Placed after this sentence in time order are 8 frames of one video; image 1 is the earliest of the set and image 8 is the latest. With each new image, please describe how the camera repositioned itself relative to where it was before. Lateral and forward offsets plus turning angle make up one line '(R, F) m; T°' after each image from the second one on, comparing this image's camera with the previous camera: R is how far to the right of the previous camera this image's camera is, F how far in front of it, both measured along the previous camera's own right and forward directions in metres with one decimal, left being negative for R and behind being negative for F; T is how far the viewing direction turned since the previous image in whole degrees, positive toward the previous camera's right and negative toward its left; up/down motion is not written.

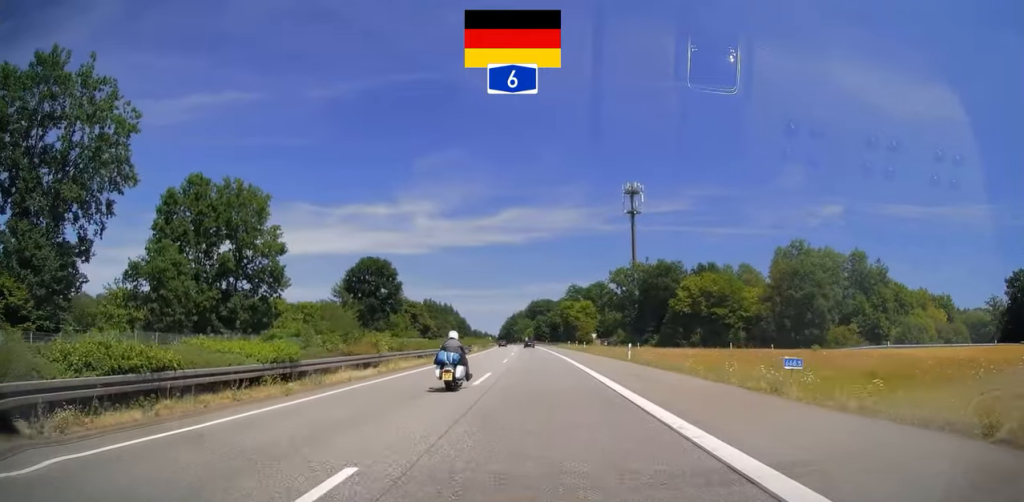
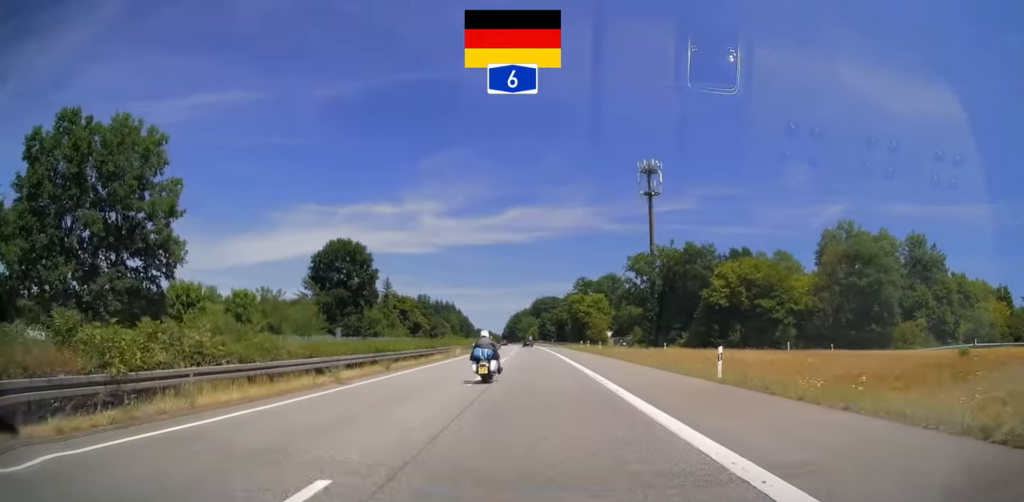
(-0.1, +18.7) m; -1°
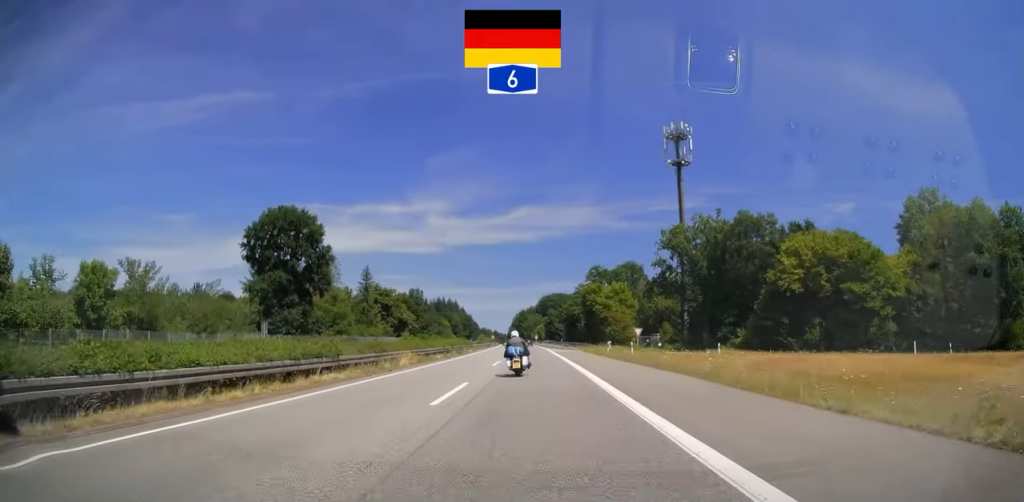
(-0.1, +23.2) m; -1°
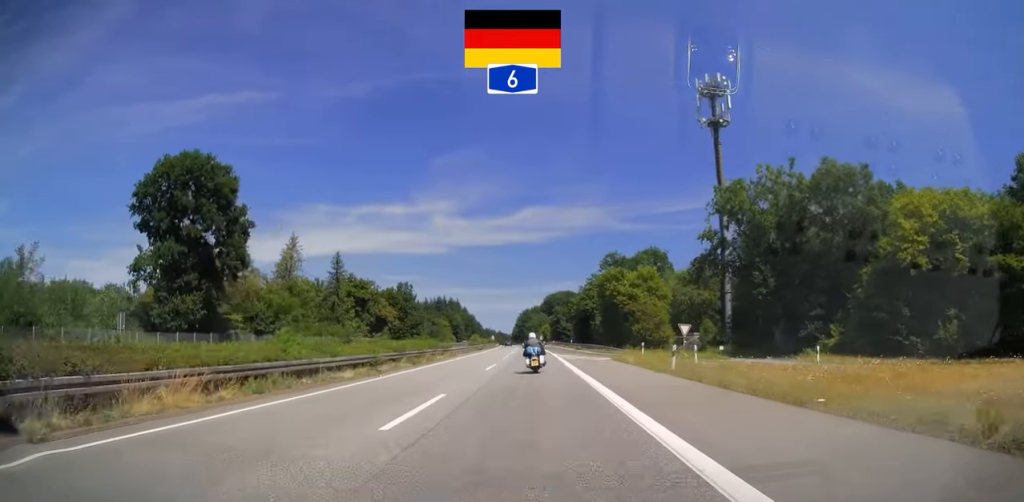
(-0.2, +21.8) m; 0°
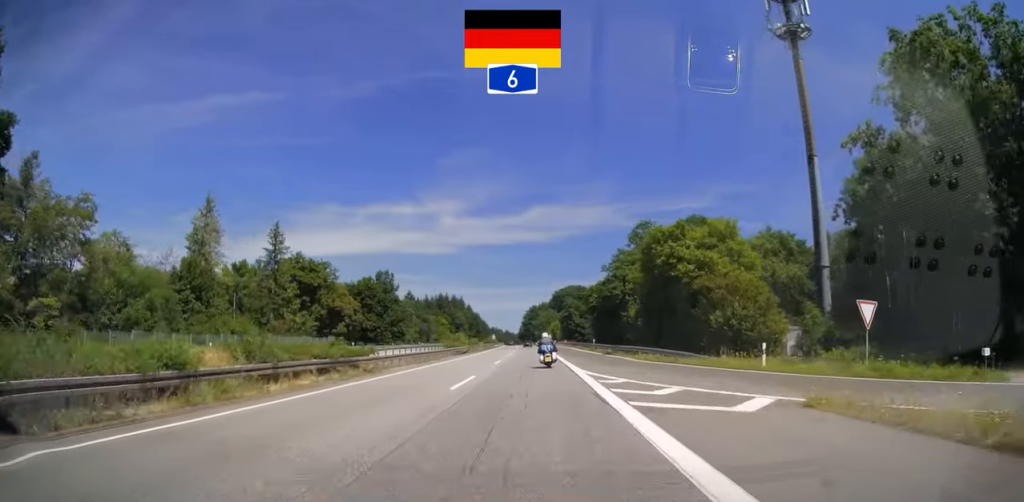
(+0.1, +28.6) m; 0°
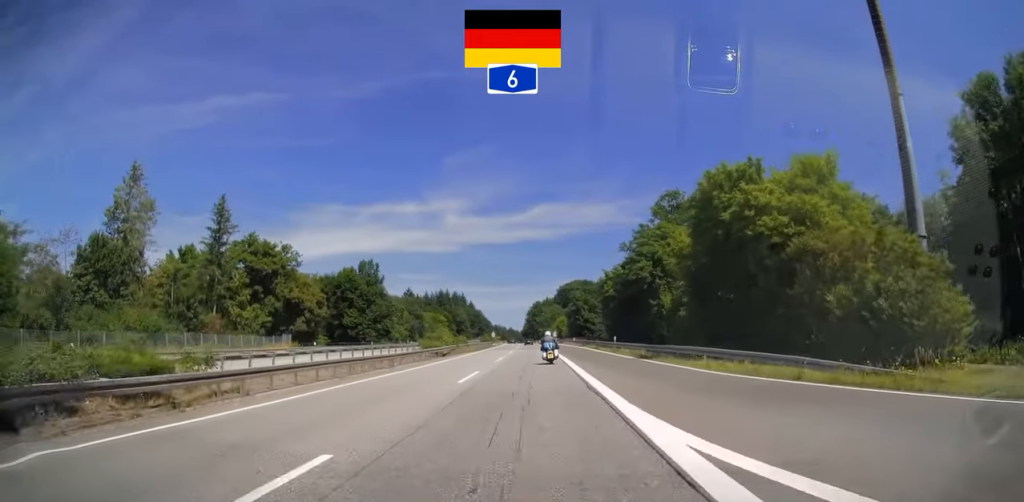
(-0.2, +15.8) m; 0°
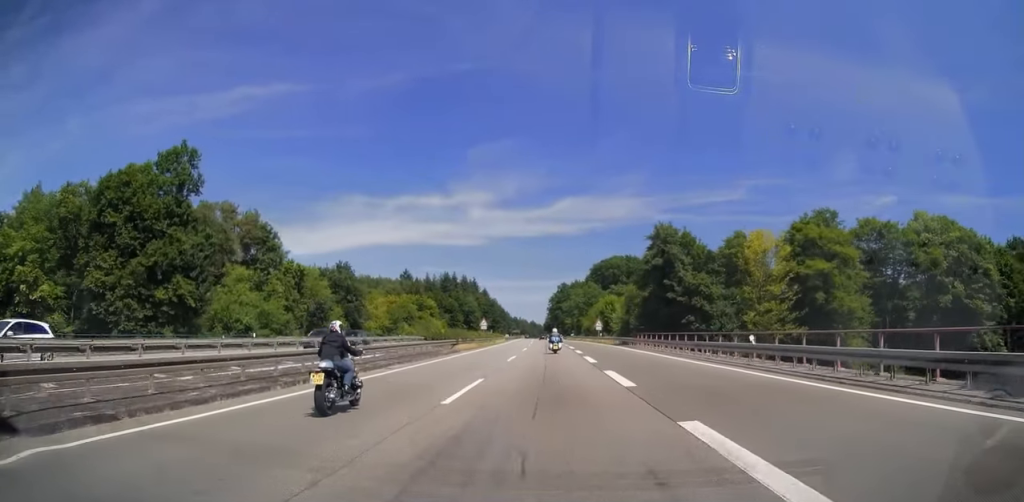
(-1.7, +73.6) m; -2°
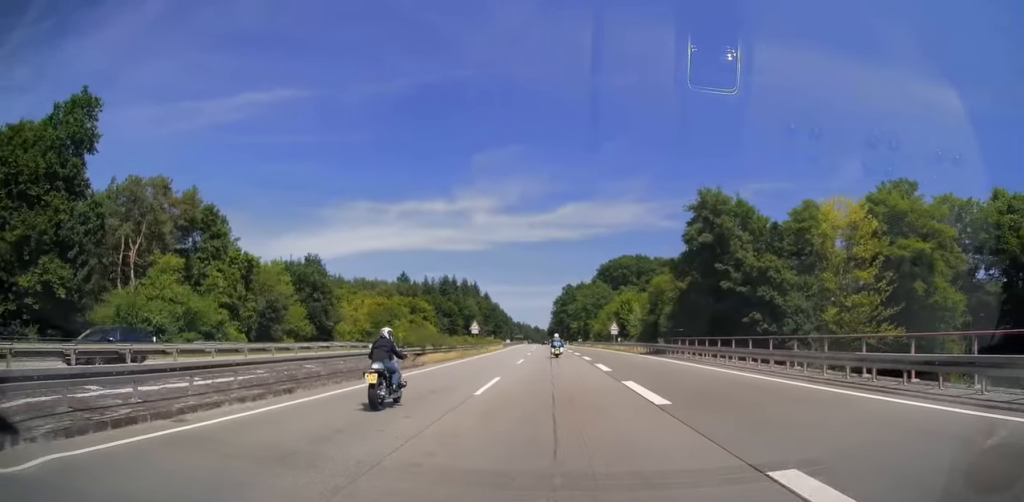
(+0.1, +14.8) m; 0°
